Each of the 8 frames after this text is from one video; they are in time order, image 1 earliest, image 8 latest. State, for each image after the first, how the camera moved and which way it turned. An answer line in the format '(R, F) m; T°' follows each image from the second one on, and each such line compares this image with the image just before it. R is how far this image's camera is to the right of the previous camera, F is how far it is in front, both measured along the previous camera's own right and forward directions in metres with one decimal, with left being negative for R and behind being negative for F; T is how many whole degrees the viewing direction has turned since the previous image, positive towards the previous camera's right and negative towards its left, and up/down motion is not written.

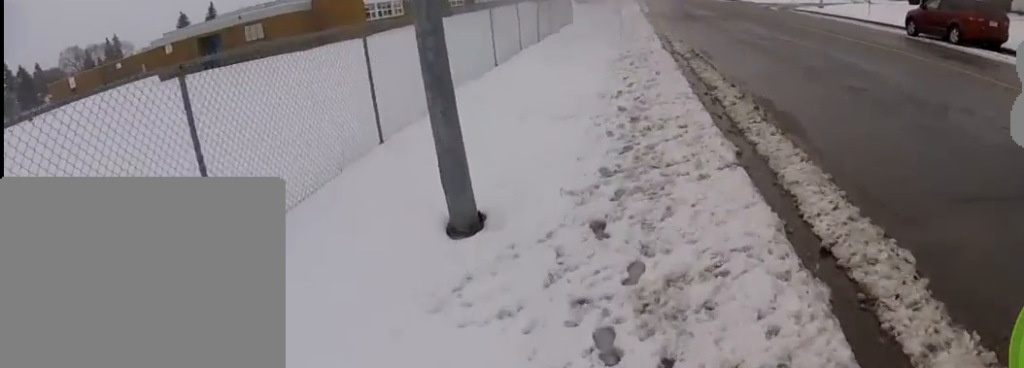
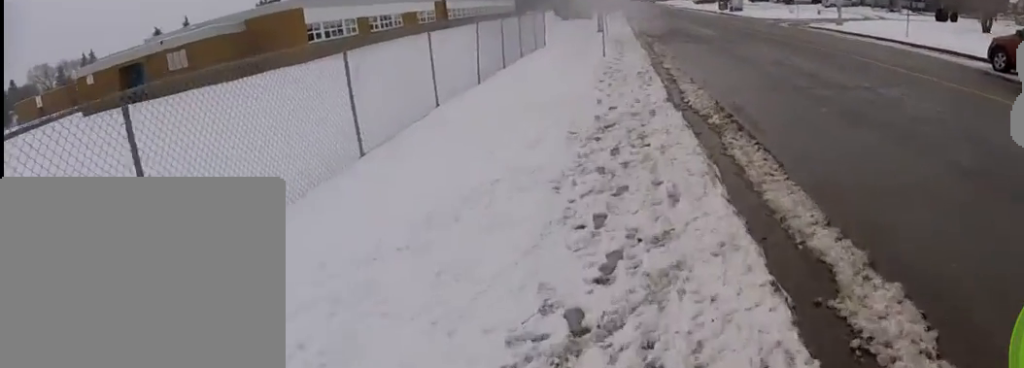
(0.0, +11.3) m; 0°
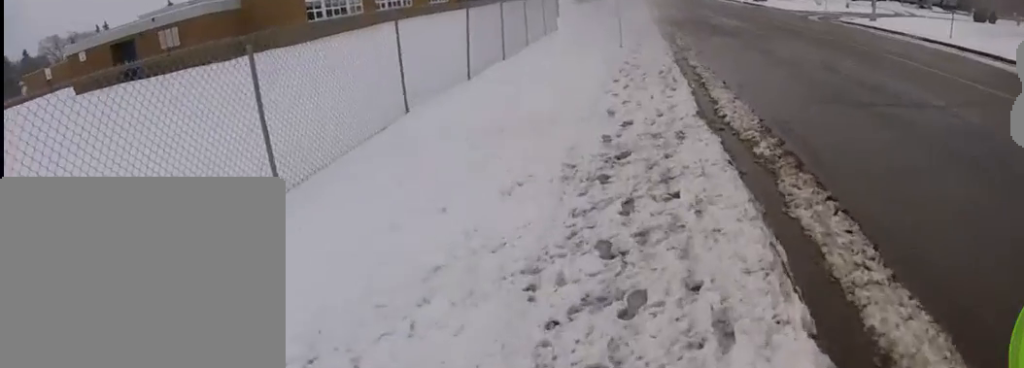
(0.0, +3.0) m; 0°
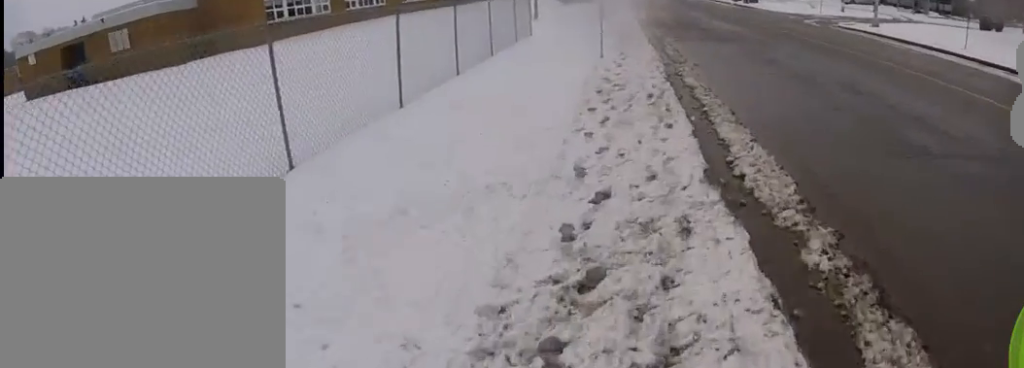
(0.0, +3.3) m; 0°
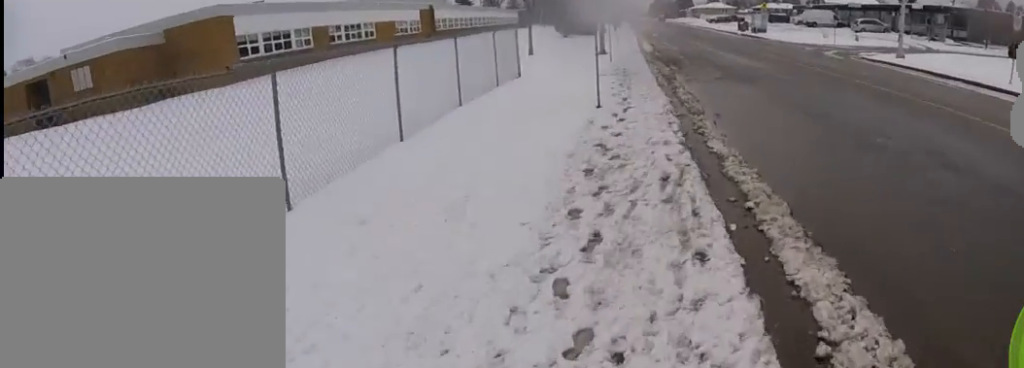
(0.0, +3.9) m; 0°
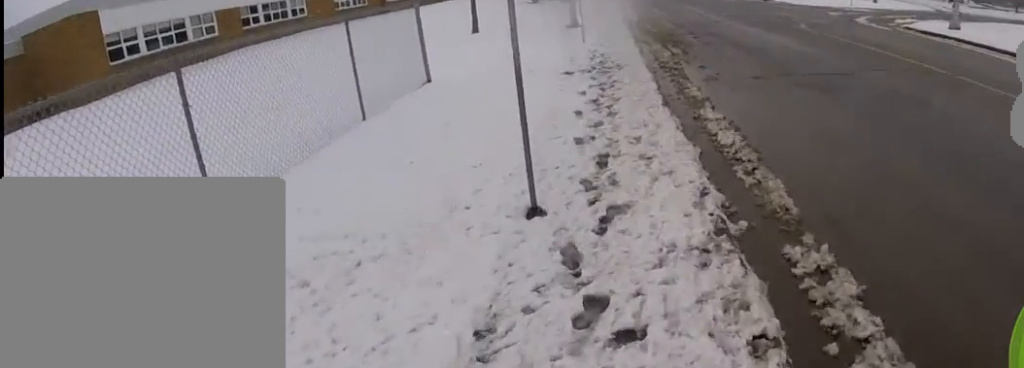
(0.0, +7.9) m; 0°
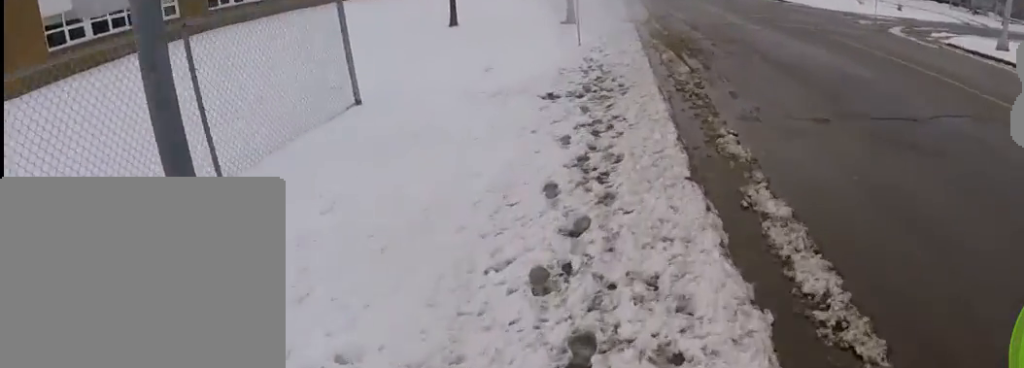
(0.0, +3.2) m; 0°
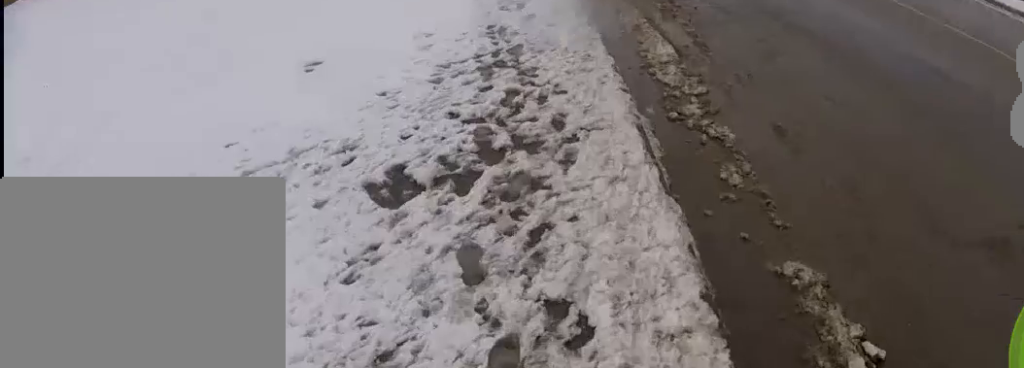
(0.0, +4.7) m; 0°
